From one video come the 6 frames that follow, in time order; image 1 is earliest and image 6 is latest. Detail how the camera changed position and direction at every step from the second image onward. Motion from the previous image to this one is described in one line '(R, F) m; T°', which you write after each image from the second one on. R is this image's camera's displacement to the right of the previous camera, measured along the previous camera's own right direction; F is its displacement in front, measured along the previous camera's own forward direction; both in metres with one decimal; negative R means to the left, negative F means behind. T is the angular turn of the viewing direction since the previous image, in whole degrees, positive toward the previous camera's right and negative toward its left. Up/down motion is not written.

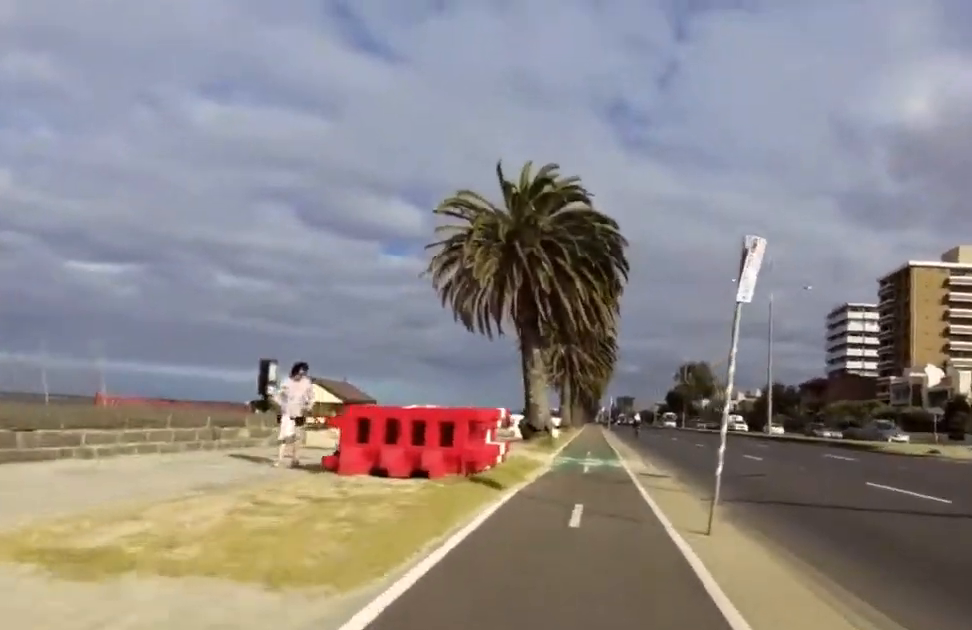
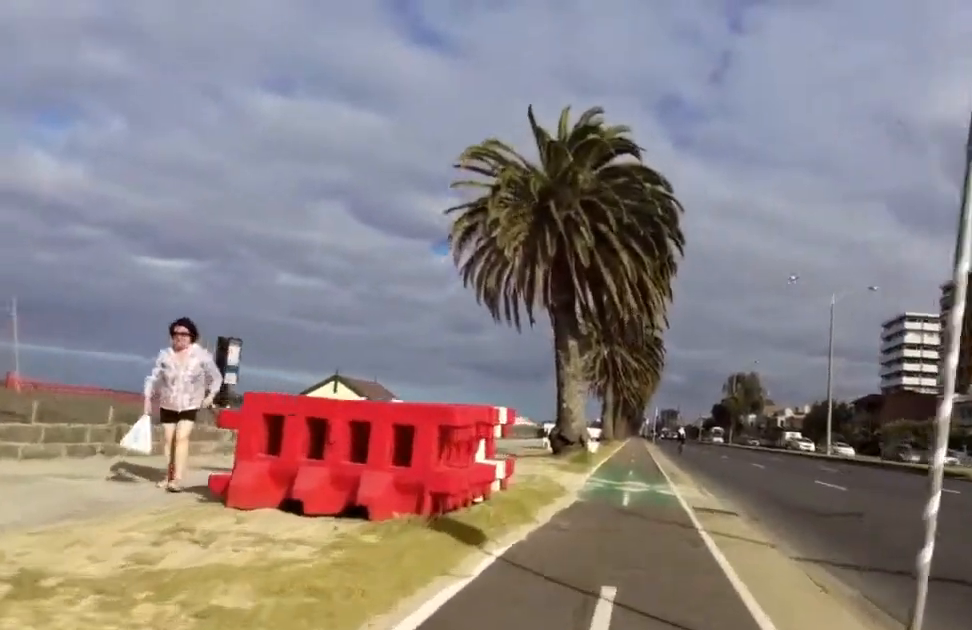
(+0.1, +4.1) m; 0°
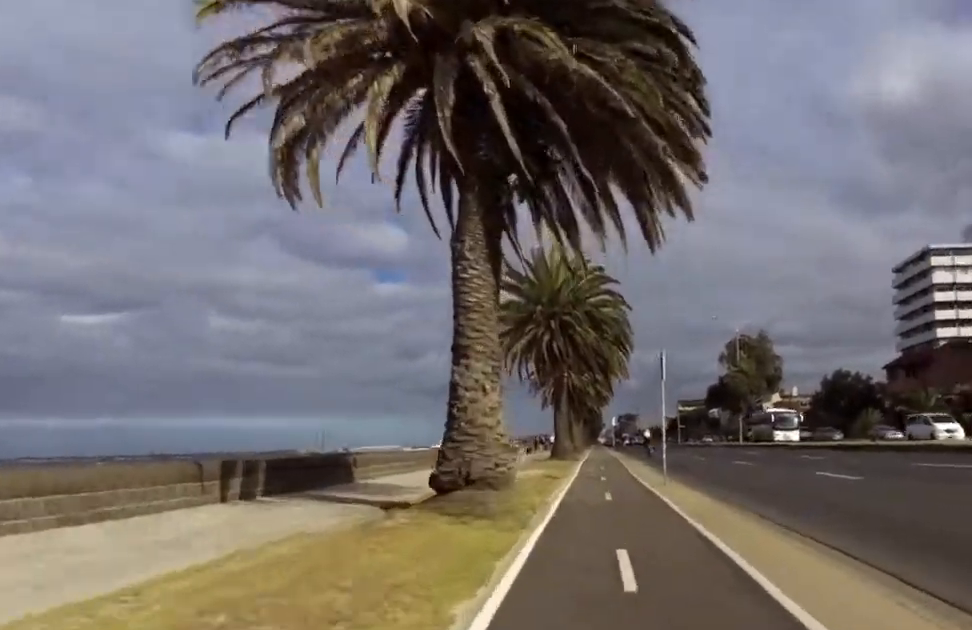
(-1.2, +38.4) m; 0°
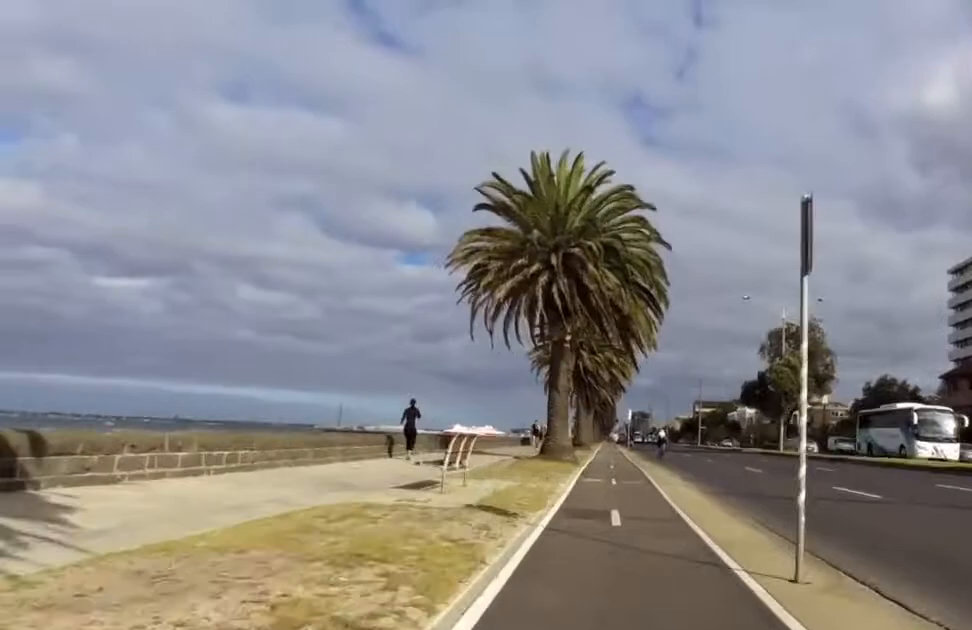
(0.0, +12.1) m; -3°
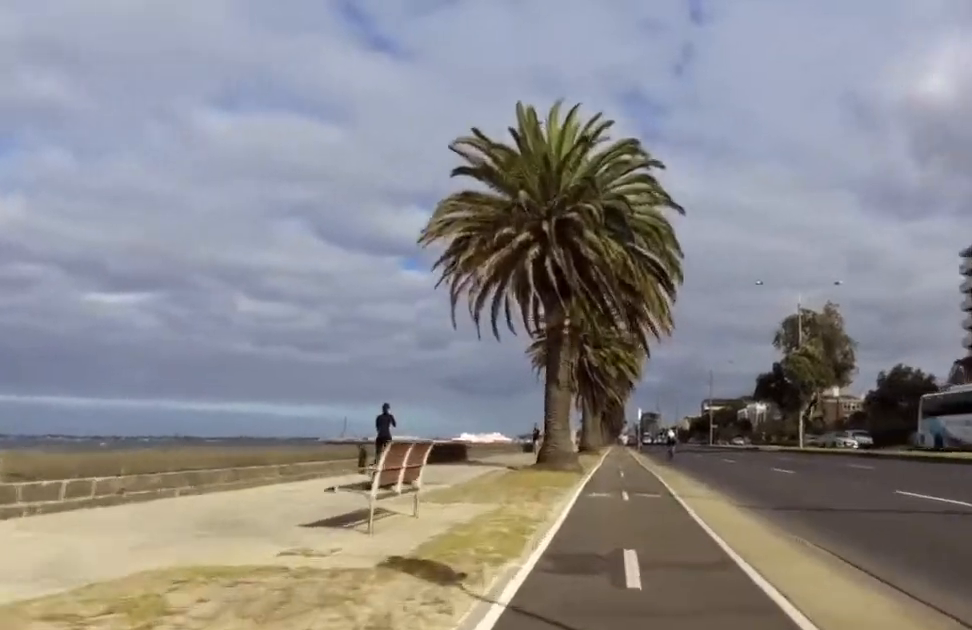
(-0.1, +3.8) m; -2°
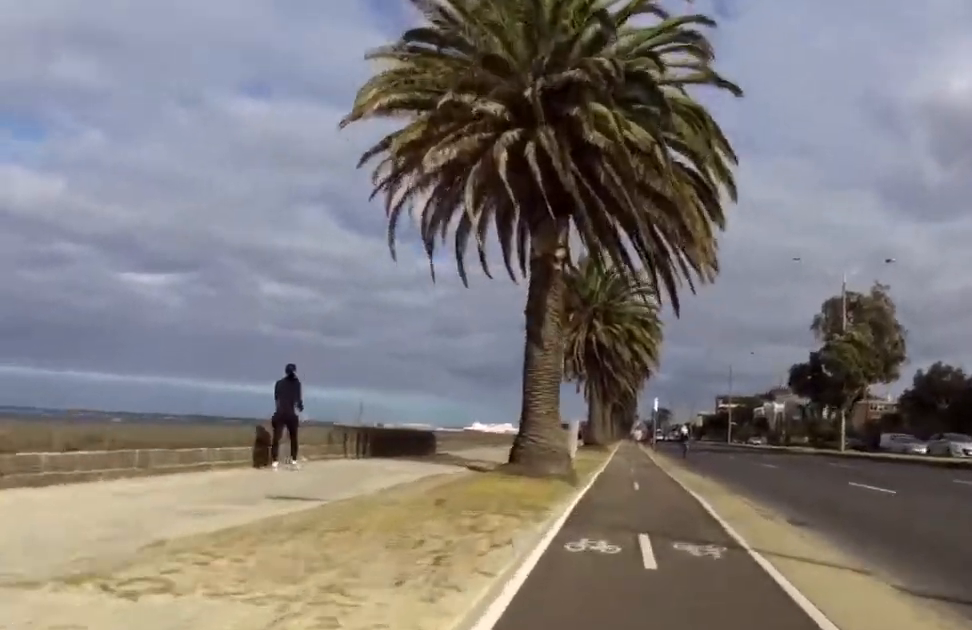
(-0.4, +7.4) m; -2°
